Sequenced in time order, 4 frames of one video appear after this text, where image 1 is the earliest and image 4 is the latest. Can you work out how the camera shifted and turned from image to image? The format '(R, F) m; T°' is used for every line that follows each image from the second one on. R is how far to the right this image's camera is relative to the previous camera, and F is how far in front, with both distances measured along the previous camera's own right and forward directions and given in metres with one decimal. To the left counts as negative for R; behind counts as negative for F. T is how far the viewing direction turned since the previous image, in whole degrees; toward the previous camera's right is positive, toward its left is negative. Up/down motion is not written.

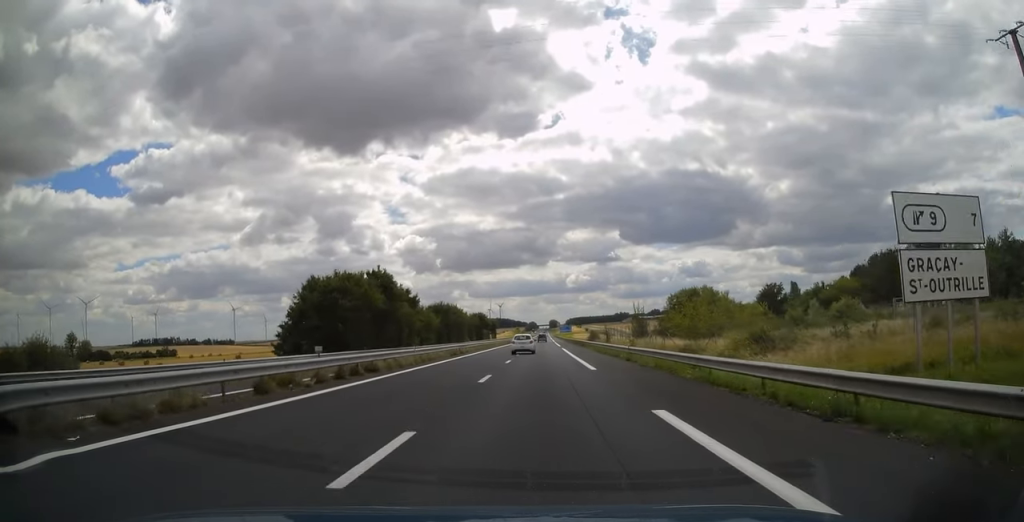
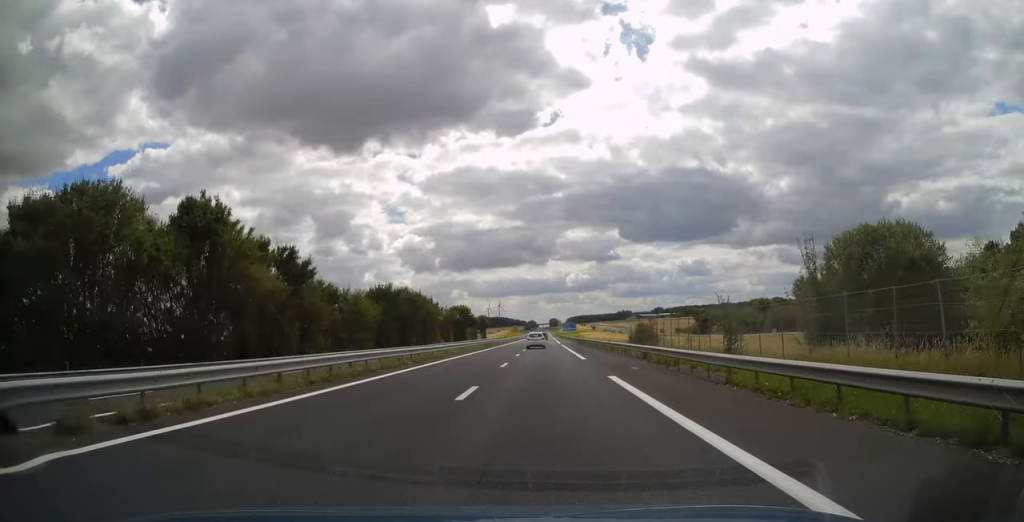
(-0.1, +43.2) m; 0°
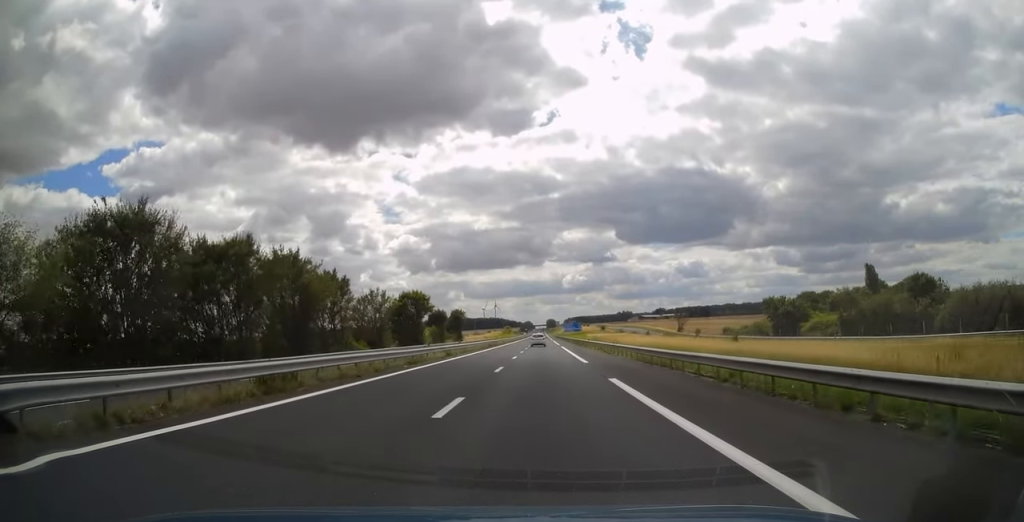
(+0.3, +52.9) m; 0°
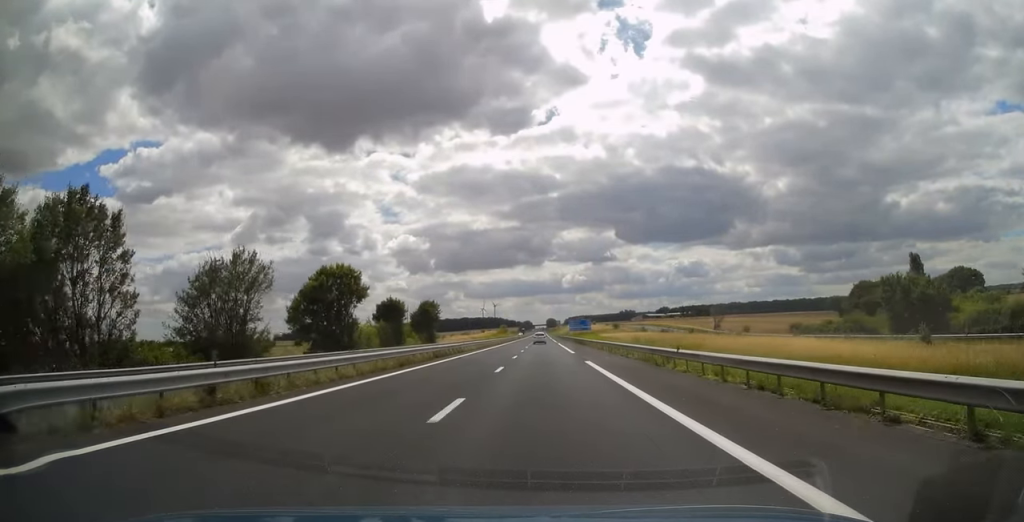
(0.0, +38.0) m; 0°
